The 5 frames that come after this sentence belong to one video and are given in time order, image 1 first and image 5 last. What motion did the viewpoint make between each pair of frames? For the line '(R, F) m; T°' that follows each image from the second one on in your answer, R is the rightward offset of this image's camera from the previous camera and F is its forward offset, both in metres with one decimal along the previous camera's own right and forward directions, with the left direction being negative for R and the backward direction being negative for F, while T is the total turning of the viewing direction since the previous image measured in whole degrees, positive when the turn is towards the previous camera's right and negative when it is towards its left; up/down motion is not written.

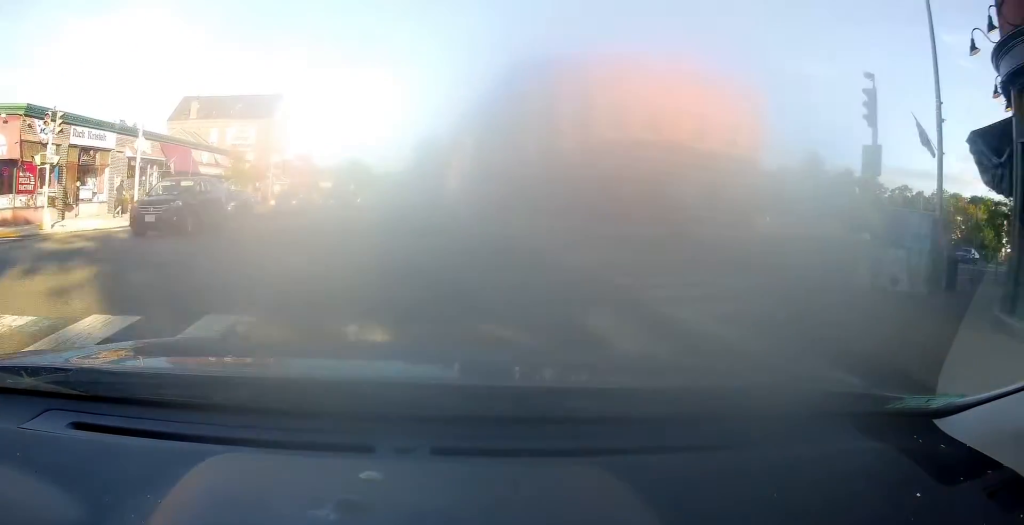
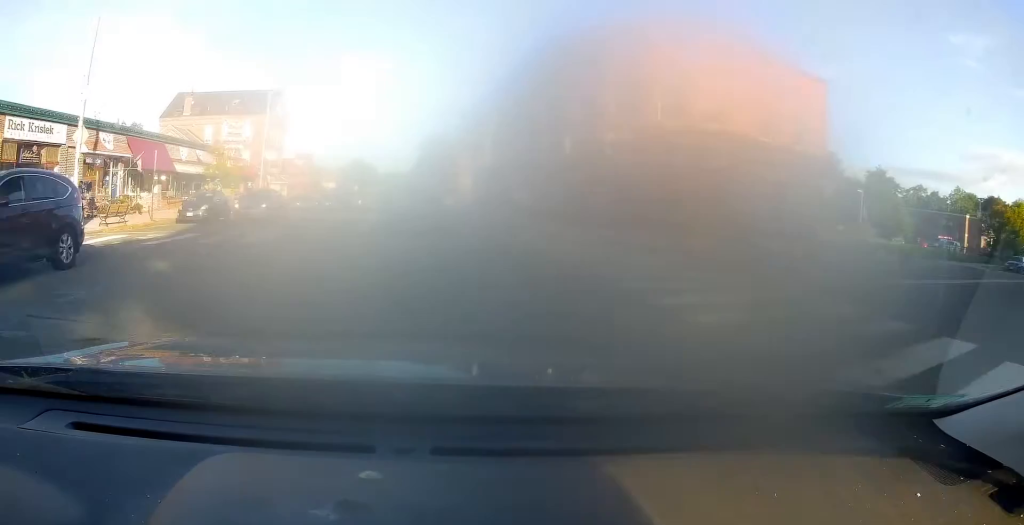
(+0.2, +5.7) m; +1°
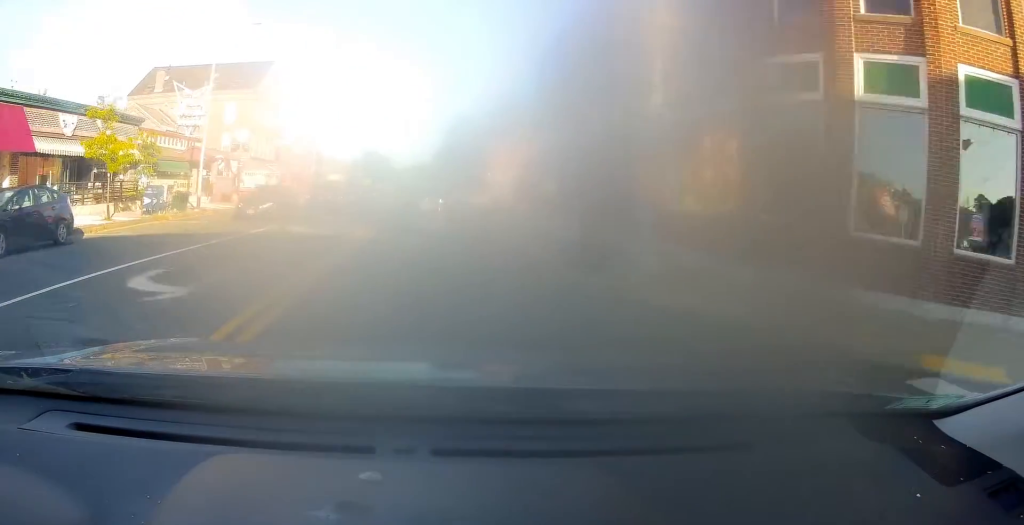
(-0.5, +16.4) m; -3°
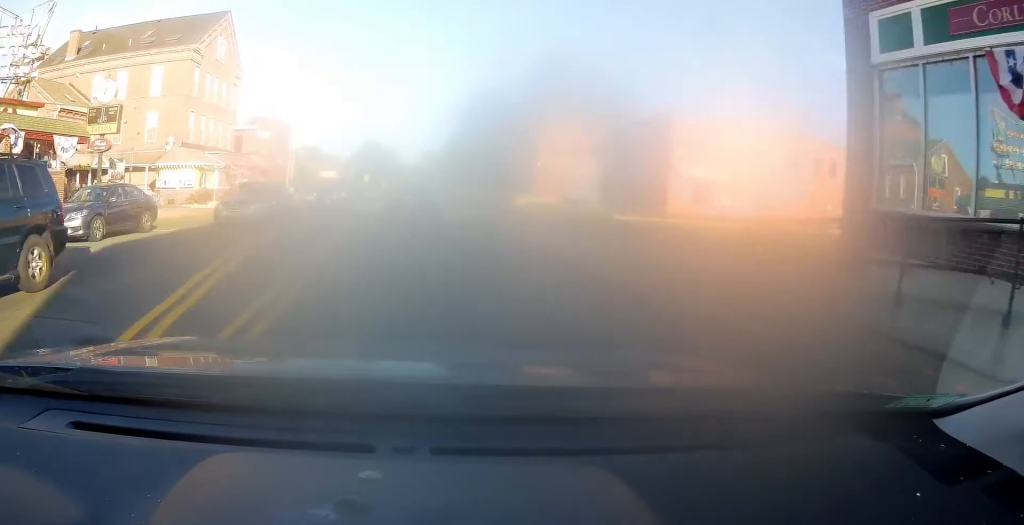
(-0.1, +23.3) m; 0°
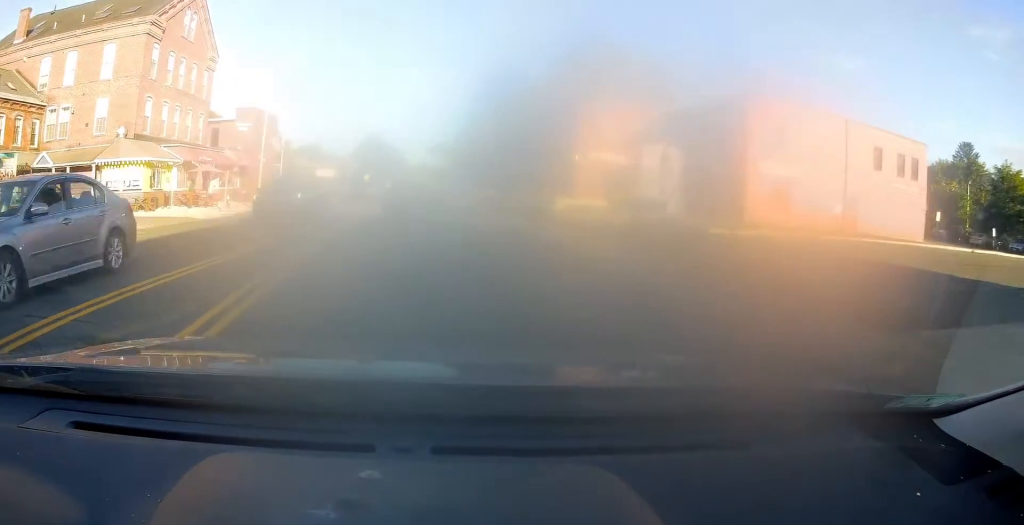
(0.0, +9.5) m; -1°
